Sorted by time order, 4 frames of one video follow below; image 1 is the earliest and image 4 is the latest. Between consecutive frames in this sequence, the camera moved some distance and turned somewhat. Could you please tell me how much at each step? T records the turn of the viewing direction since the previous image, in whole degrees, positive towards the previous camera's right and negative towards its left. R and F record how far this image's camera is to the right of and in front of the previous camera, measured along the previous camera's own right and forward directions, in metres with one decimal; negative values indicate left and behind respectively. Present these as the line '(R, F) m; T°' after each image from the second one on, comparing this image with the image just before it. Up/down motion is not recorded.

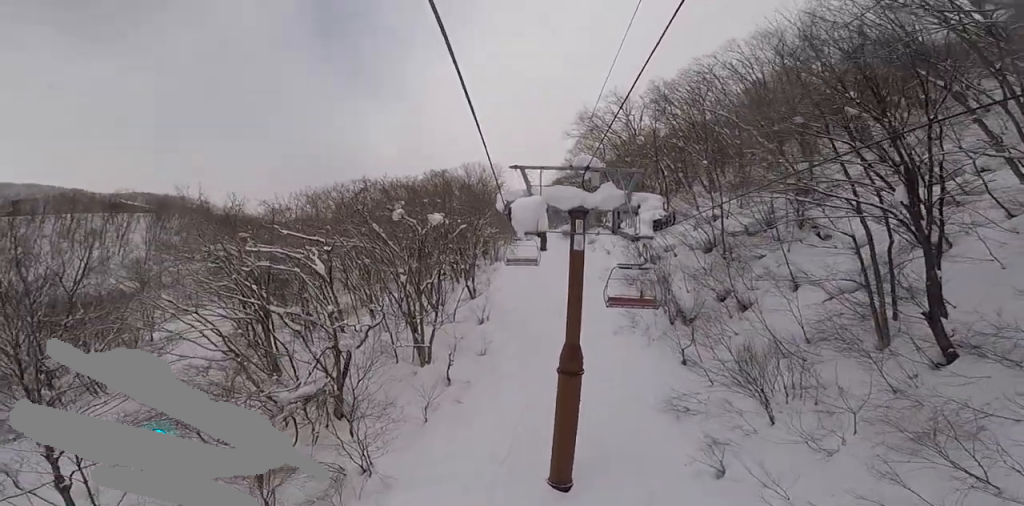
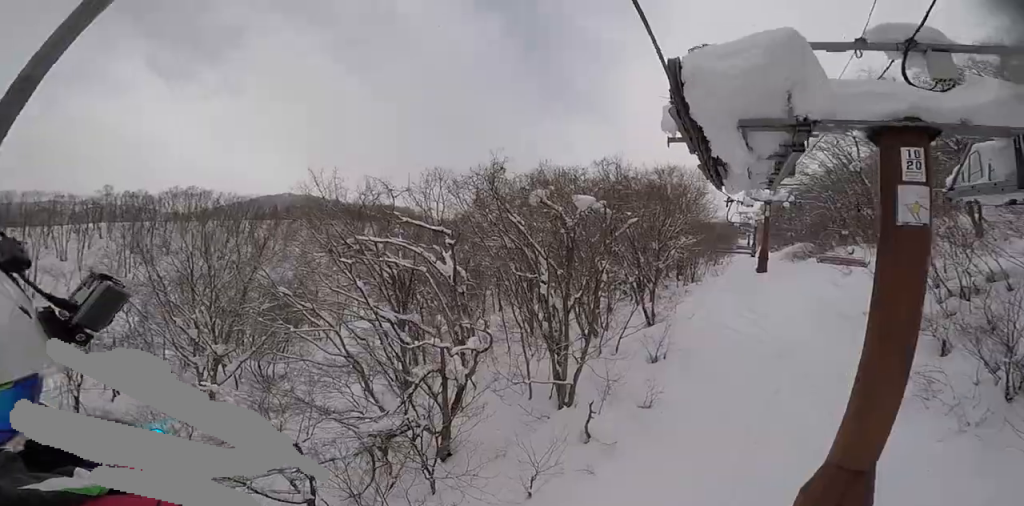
(-2.3, +8.8) m; -8°
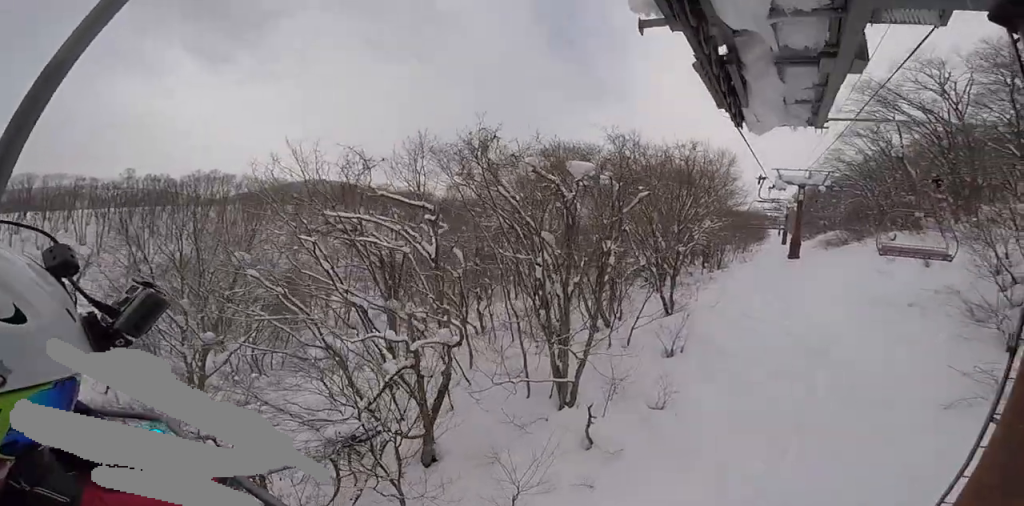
(-0.2, +3.2) m; +17°
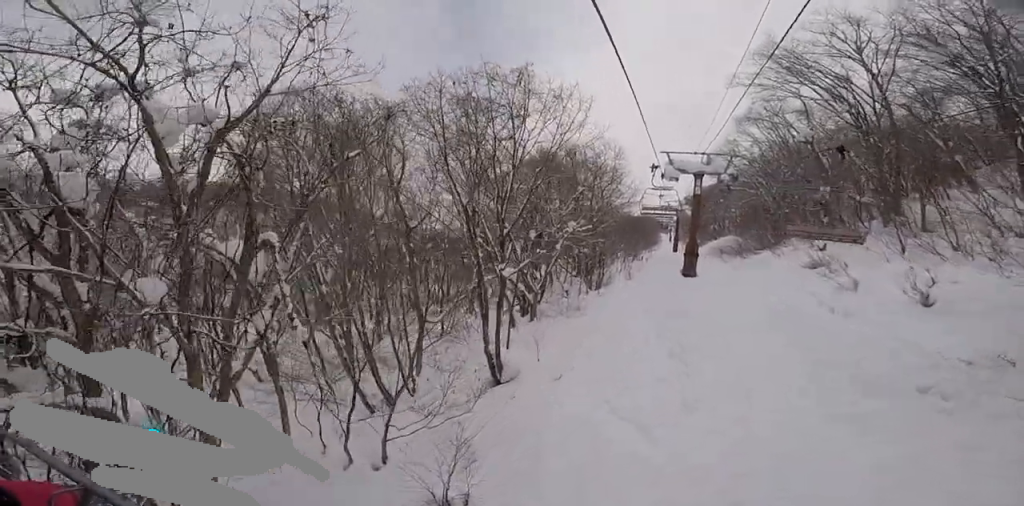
(-1.0, +13.1) m; -4°
